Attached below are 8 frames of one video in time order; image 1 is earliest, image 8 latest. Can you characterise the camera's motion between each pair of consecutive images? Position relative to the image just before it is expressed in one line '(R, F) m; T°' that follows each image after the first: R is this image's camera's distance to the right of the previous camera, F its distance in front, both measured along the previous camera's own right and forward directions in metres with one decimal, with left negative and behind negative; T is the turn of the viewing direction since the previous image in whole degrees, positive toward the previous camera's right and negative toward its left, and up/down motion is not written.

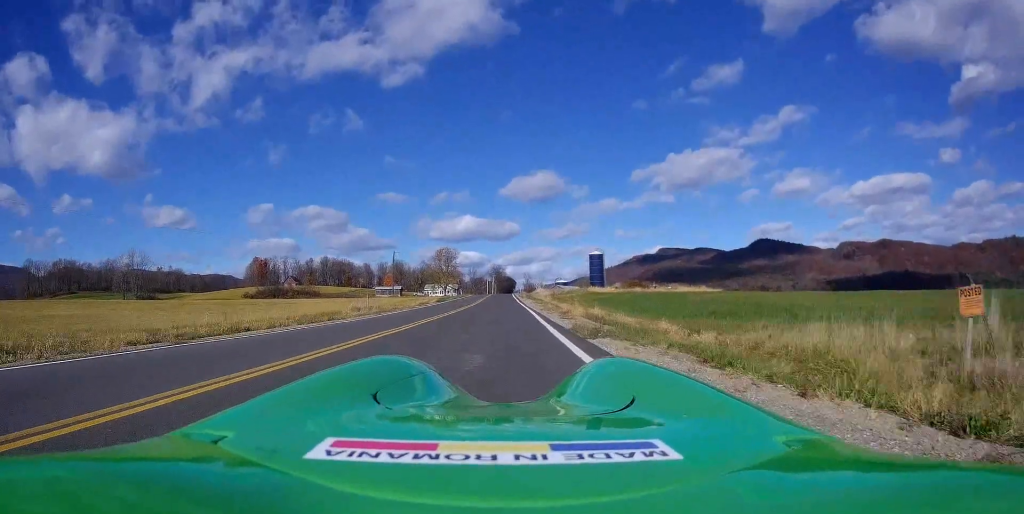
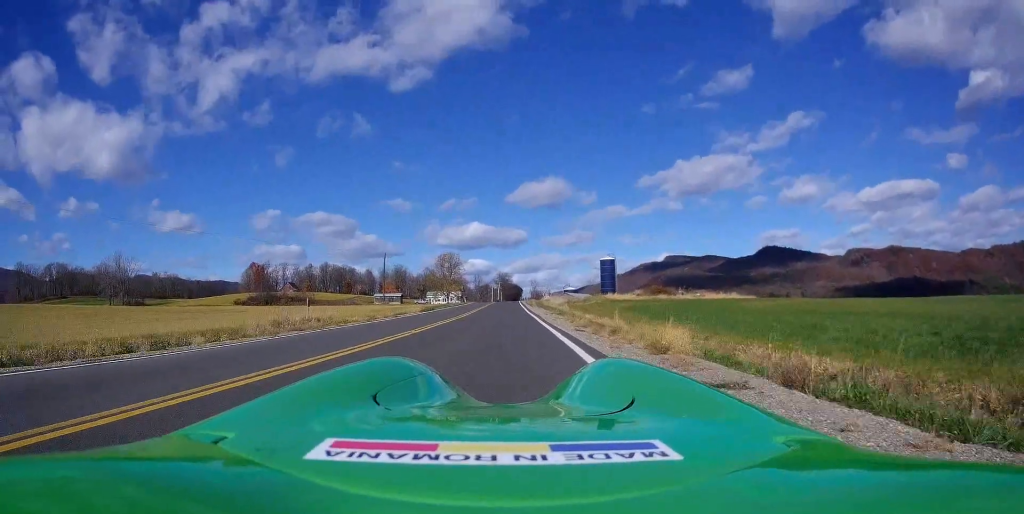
(-0.4, +13.5) m; 0°
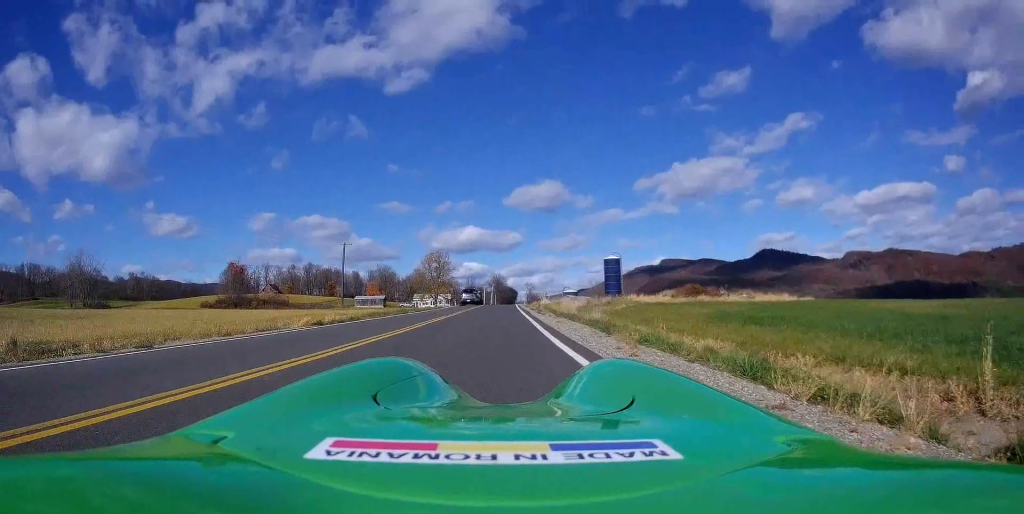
(+0.7, +21.9) m; +2°
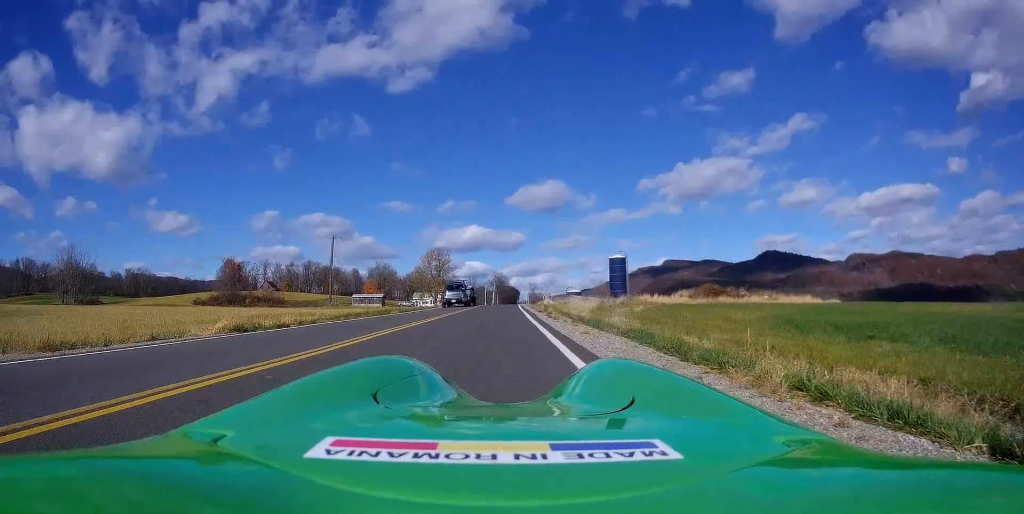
(0.0, +6.4) m; 0°
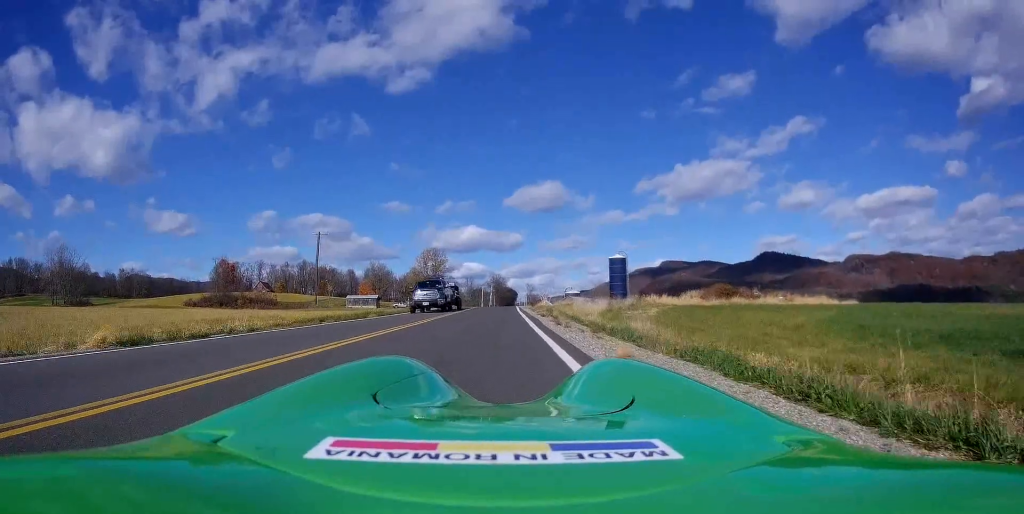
(0.0, +4.5) m; 0°
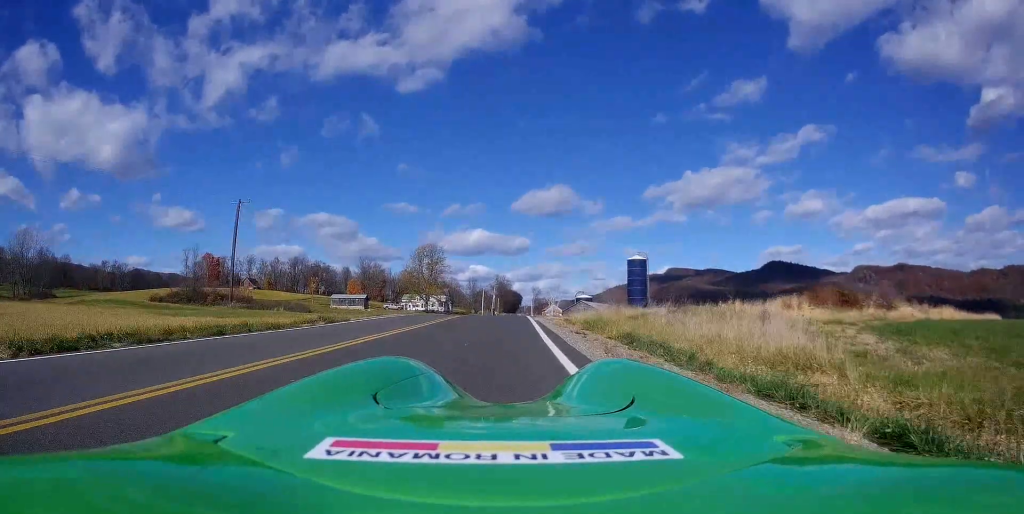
(0.0, +23.1) m; 0°
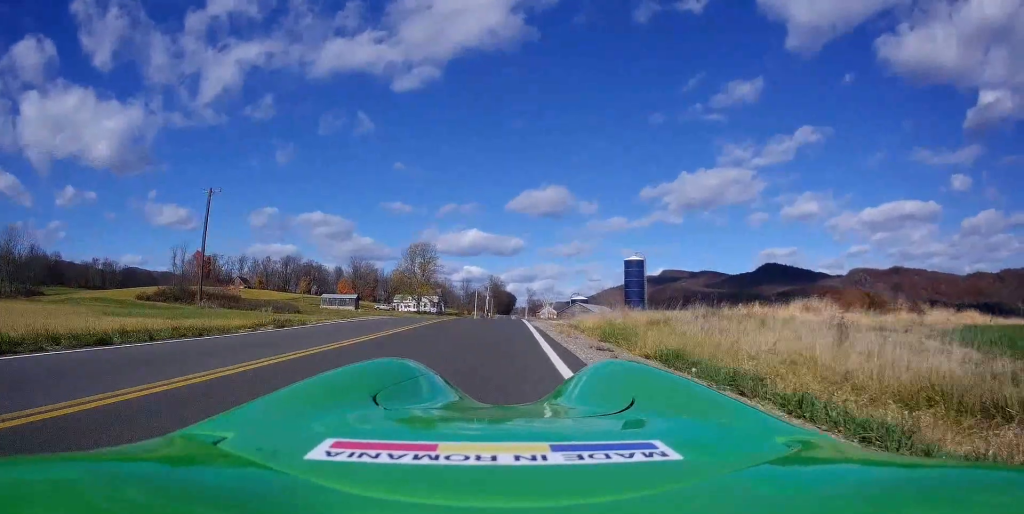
(0.0, +4.0) m; -1°
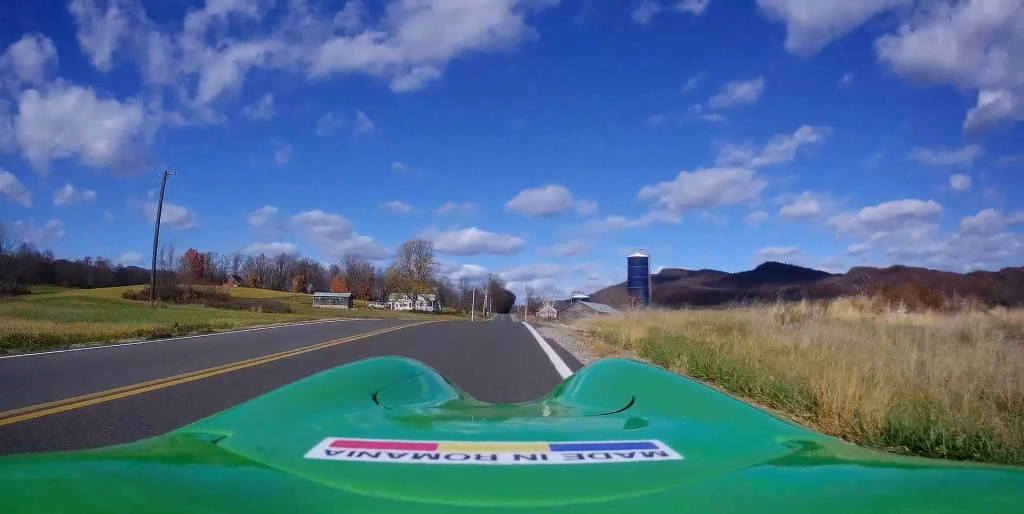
(0.0, +6.3) m; -1°
